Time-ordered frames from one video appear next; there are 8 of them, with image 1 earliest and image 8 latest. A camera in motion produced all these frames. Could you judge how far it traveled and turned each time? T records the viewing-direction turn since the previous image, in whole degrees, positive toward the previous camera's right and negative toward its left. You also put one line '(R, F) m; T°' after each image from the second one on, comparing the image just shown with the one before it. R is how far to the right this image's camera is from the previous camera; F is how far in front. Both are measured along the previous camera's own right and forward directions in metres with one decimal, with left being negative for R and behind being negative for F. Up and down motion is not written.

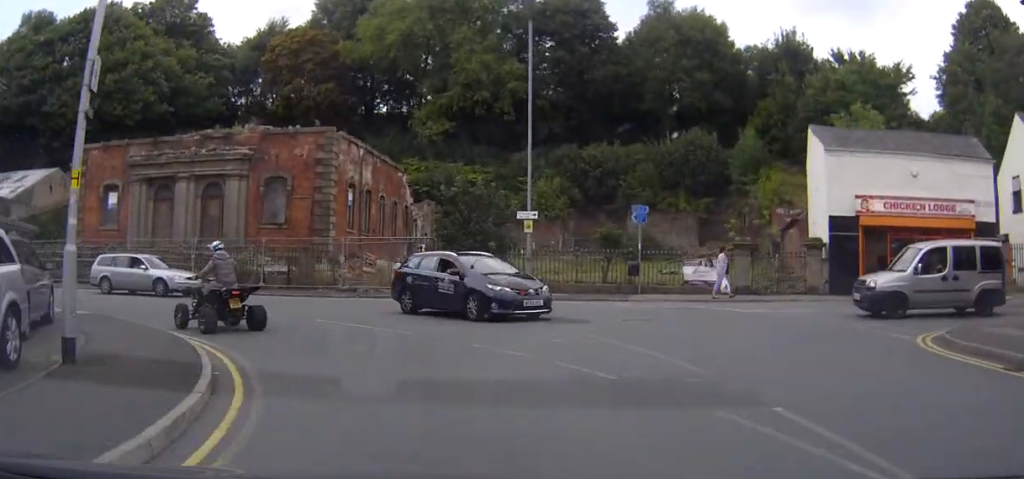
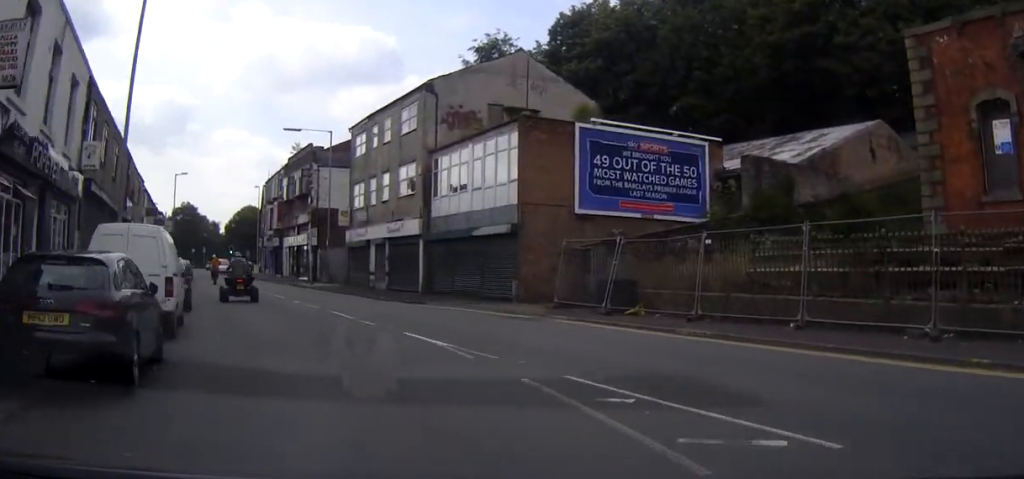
(-10.0, +21.1) m; -54°
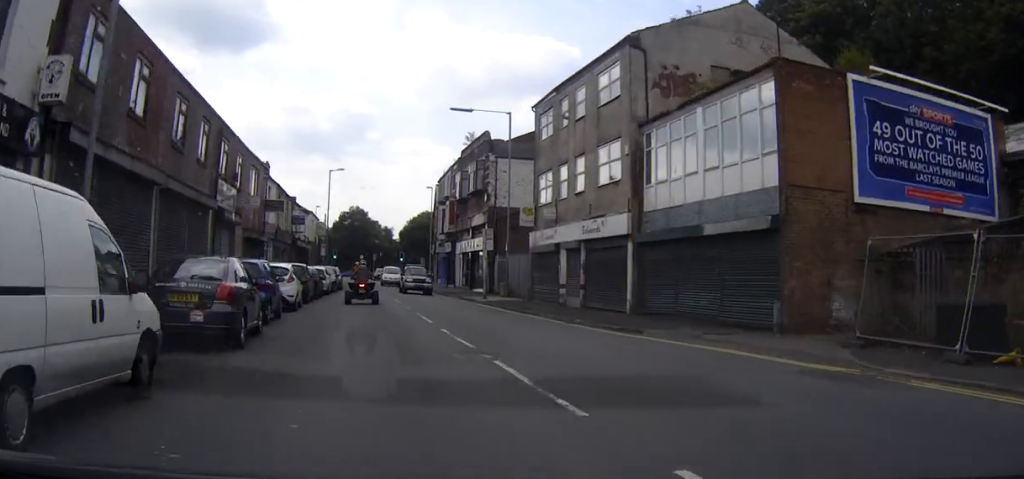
(-1.6, +8.4) m; -15°
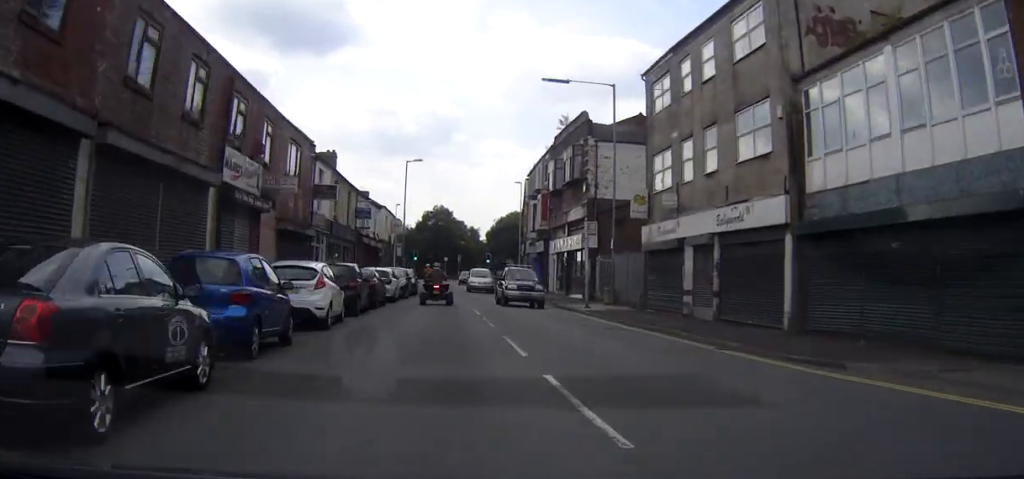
(-0.4, +7.0) m; -5°
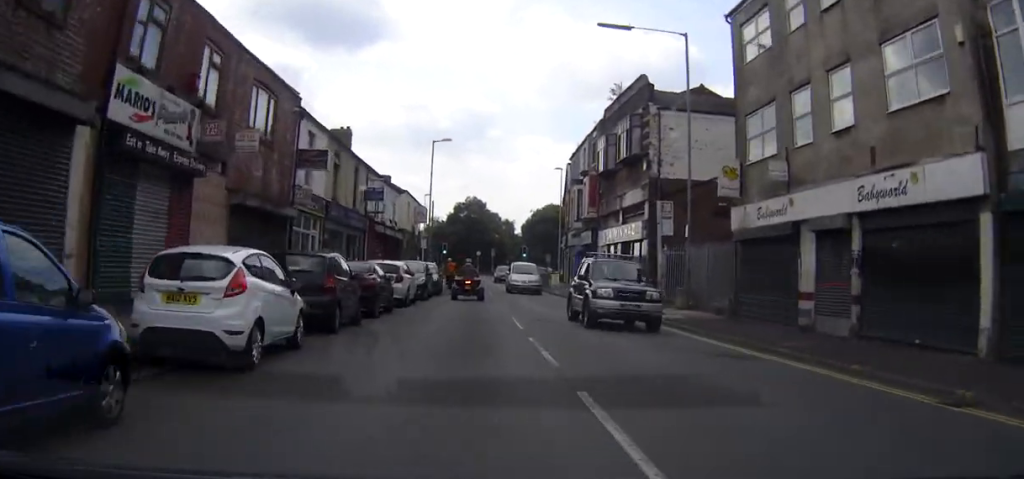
(-0.2, +7.6) m; -1°
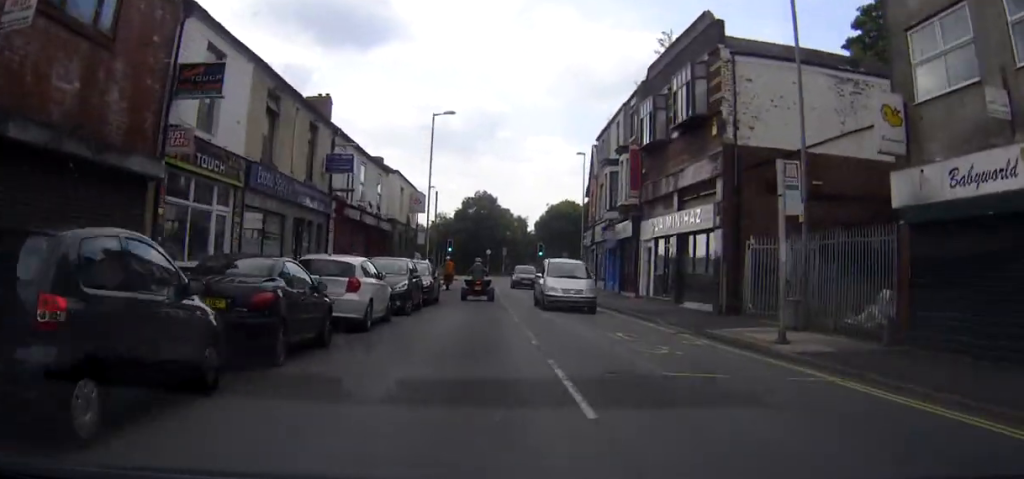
(0.0, +9.8) m; -1°
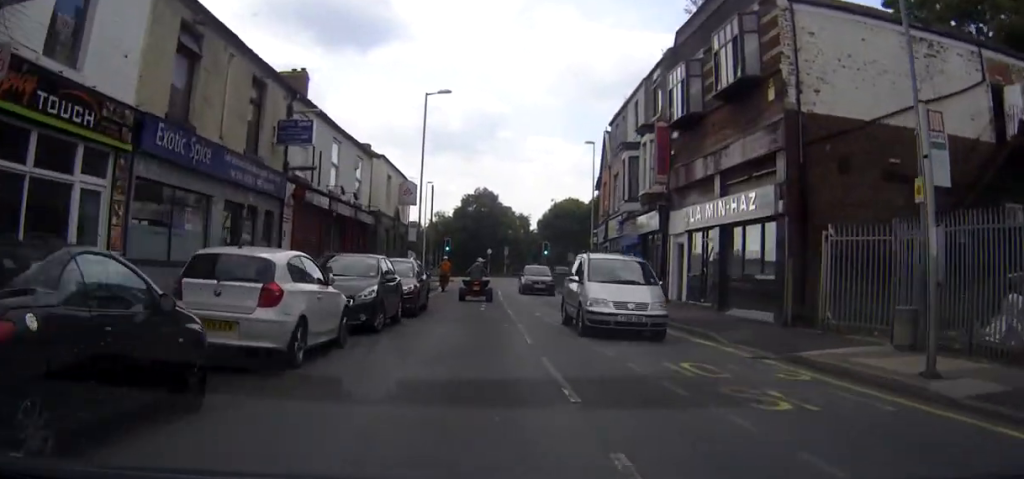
(-0.1, +5.7) m; -1°
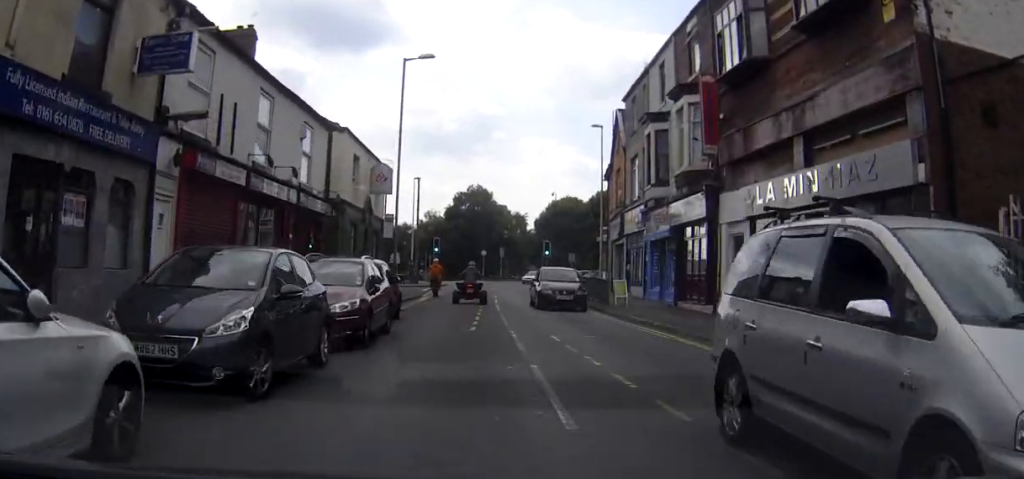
(-0.1, +7.5) m; -1°
